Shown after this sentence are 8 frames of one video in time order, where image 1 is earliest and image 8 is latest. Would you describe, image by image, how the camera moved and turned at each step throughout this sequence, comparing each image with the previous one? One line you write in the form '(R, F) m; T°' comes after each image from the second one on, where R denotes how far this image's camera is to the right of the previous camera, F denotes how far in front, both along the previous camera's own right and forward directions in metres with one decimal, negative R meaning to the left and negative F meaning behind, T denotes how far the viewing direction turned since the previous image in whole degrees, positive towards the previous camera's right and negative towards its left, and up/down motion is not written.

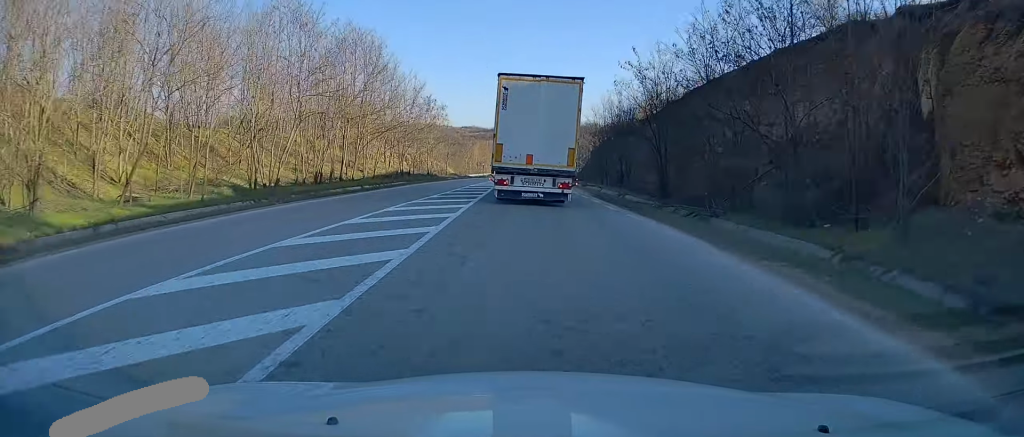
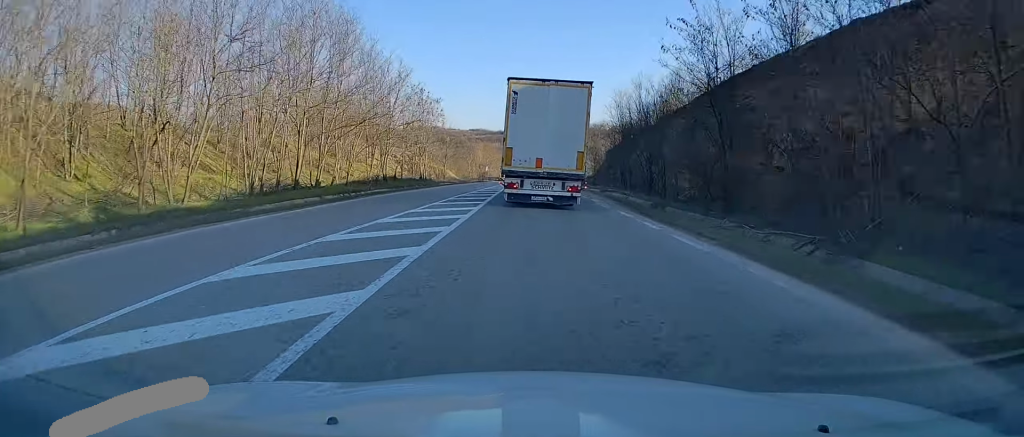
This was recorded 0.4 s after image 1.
(-0.1, +9.4) m; 0°
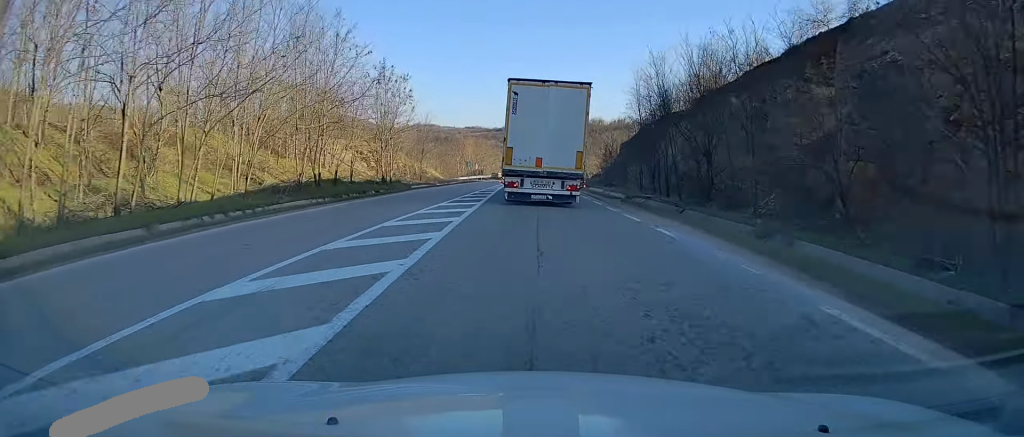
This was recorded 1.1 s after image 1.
(0.0, +14.6) m; 0°
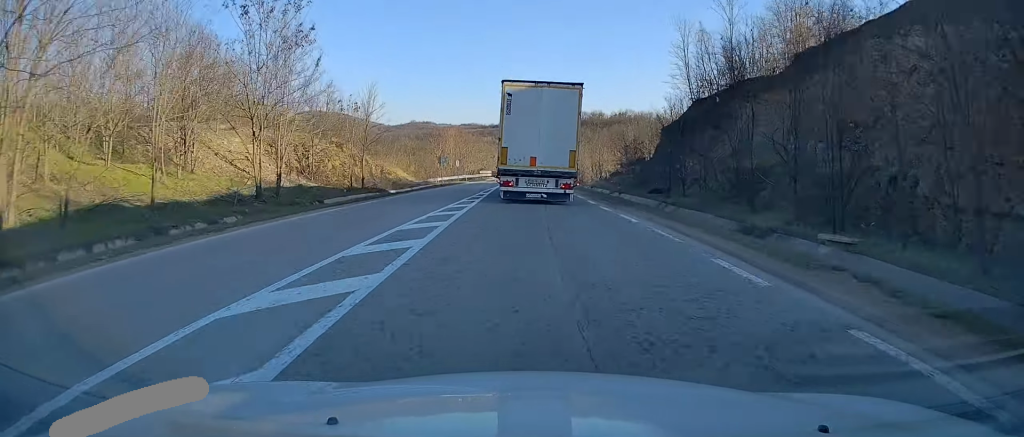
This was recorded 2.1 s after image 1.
(-0.1, +21.1) m; 0°
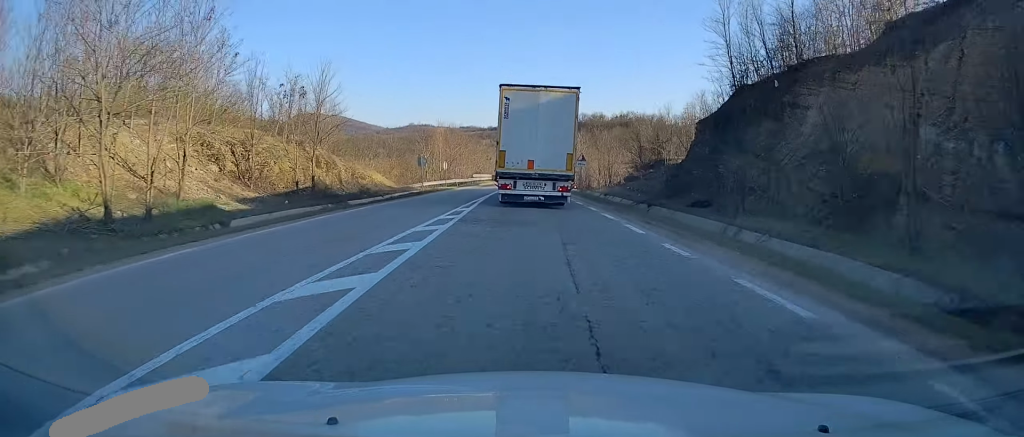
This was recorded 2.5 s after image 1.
(-0.1, +9.5) m; 0°
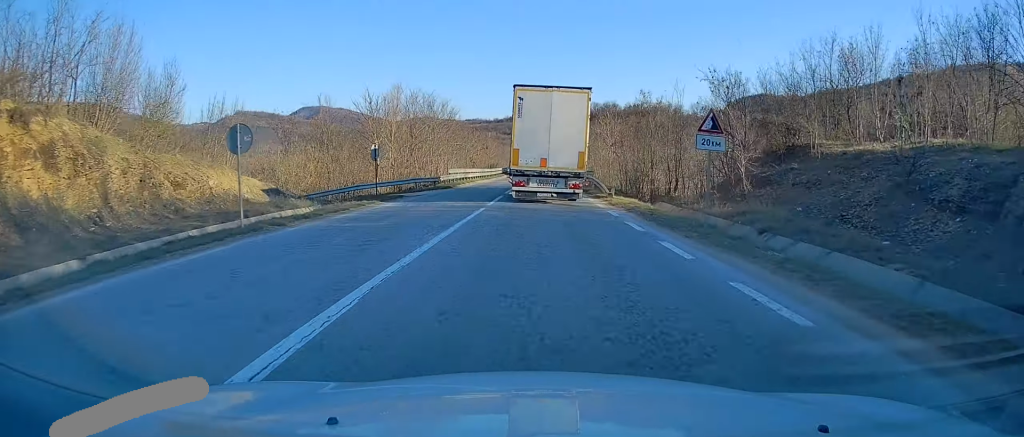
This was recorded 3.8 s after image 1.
(+0.3, +28.7) m; +1°
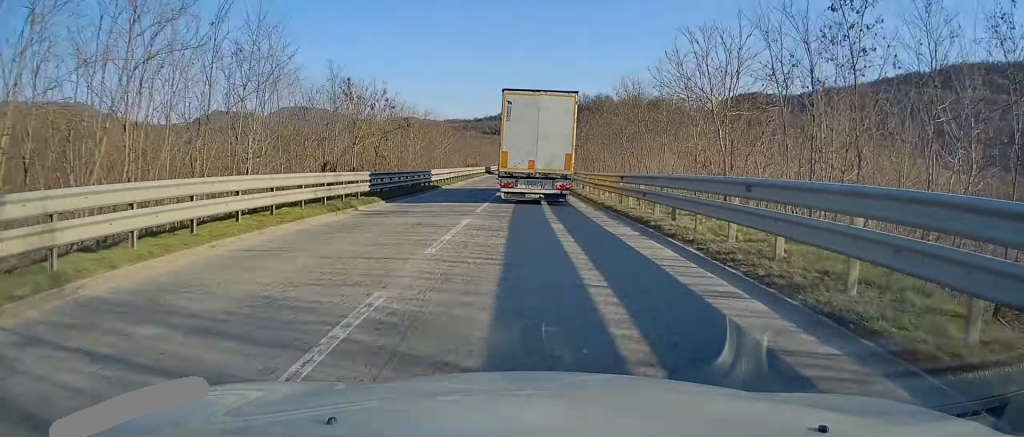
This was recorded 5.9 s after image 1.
(+0.5, +47.8) m; 0°
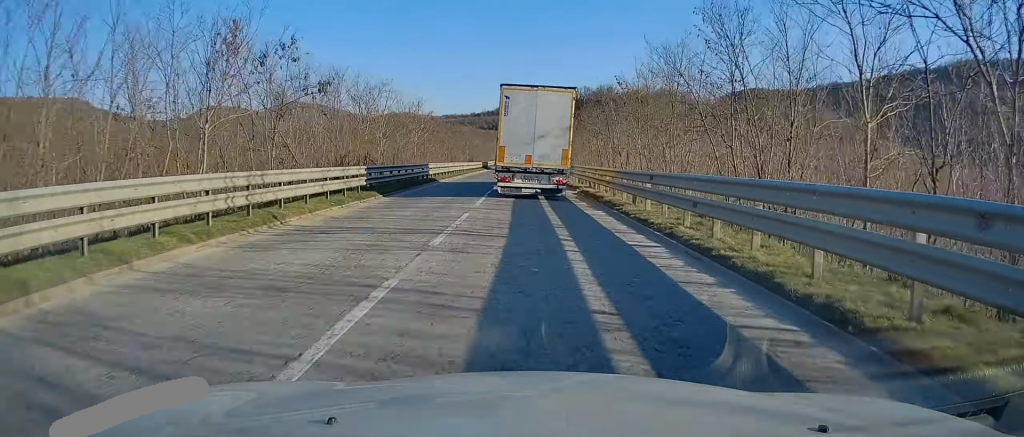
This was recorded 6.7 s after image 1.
(-0.1, +17.4) m; 0°
